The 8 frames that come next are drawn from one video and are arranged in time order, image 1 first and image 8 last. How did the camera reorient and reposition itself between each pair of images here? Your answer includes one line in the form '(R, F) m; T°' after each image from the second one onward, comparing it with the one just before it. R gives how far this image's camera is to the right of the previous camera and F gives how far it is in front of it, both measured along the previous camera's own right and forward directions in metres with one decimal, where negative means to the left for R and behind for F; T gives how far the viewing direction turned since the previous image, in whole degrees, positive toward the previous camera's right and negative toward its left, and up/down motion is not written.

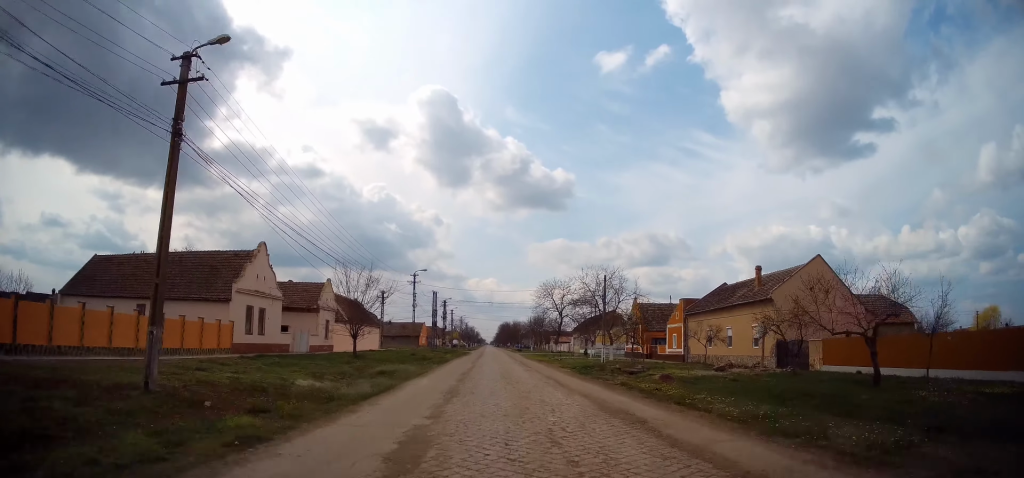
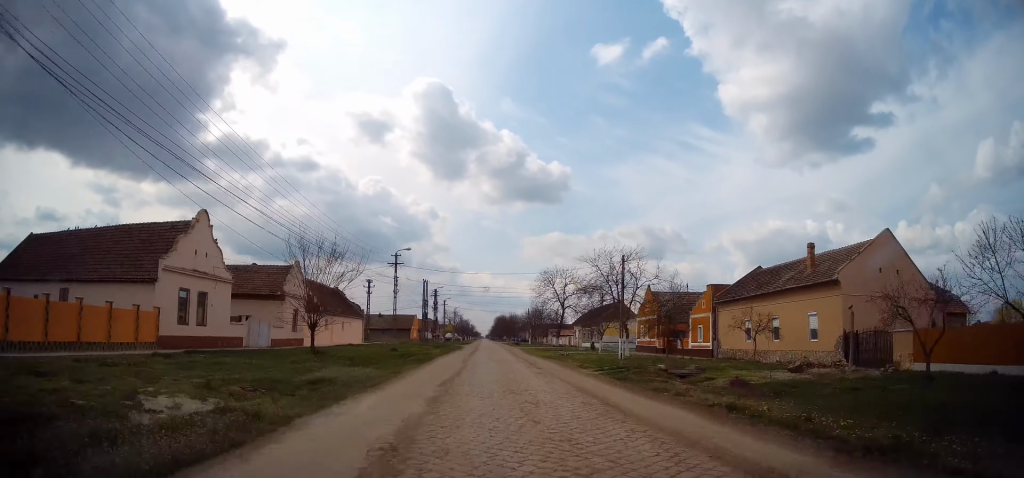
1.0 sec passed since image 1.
(0.0, +7.4) m; -2°
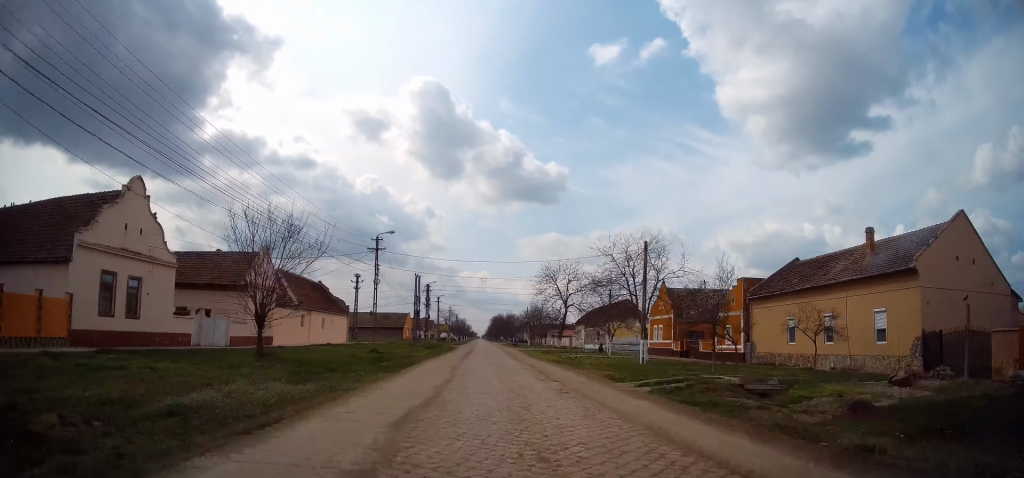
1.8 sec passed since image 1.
(-0.2, +6.3) m; -1°
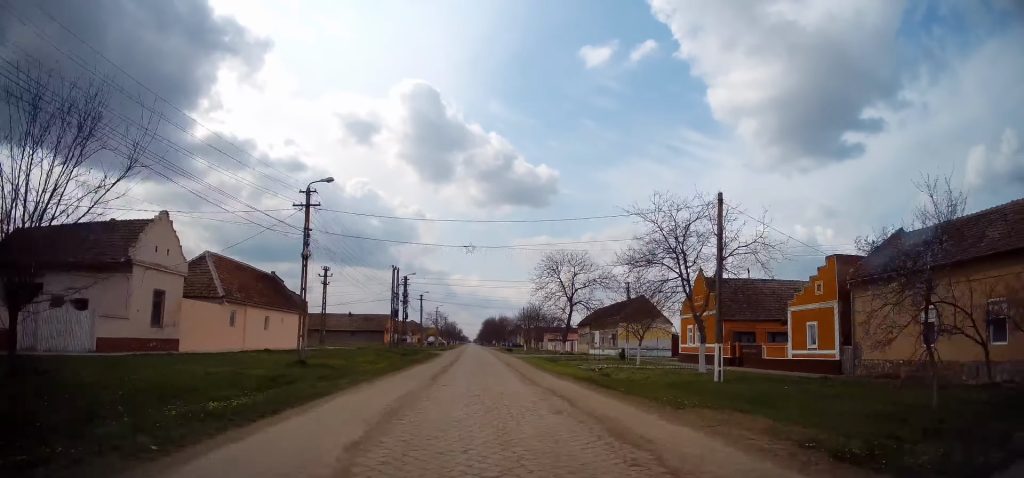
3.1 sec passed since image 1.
(+0.1, +12.6) m; +3°
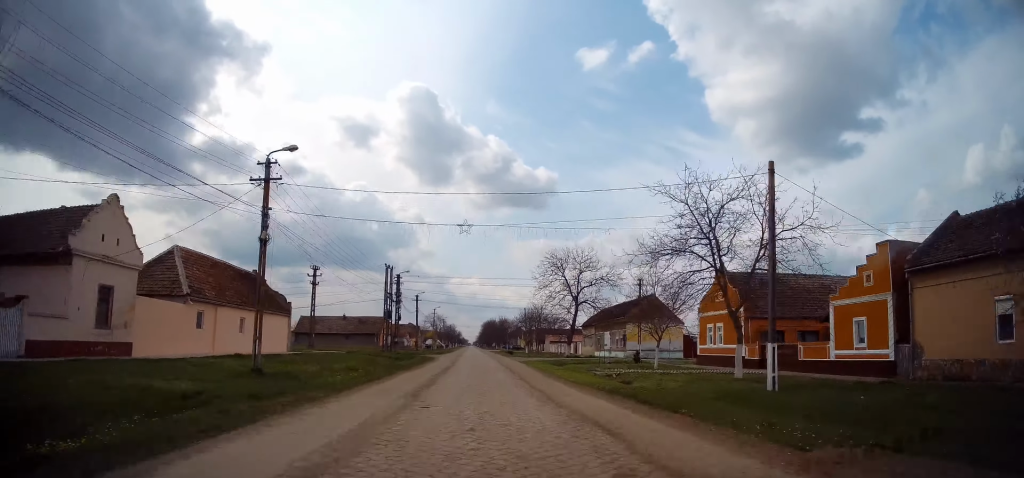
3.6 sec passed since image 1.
(0.0, +4.3) m; +1°
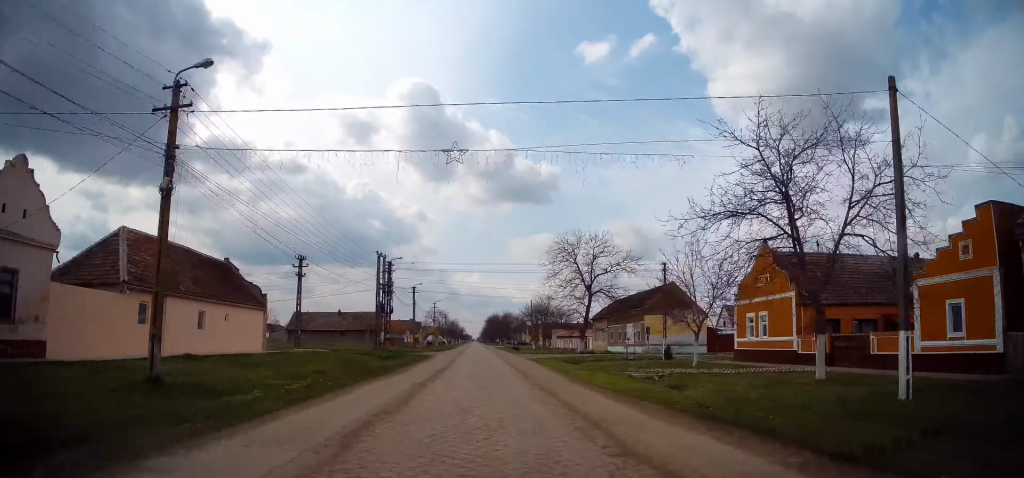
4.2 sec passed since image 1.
(+0.3, +6.3) m; 0°
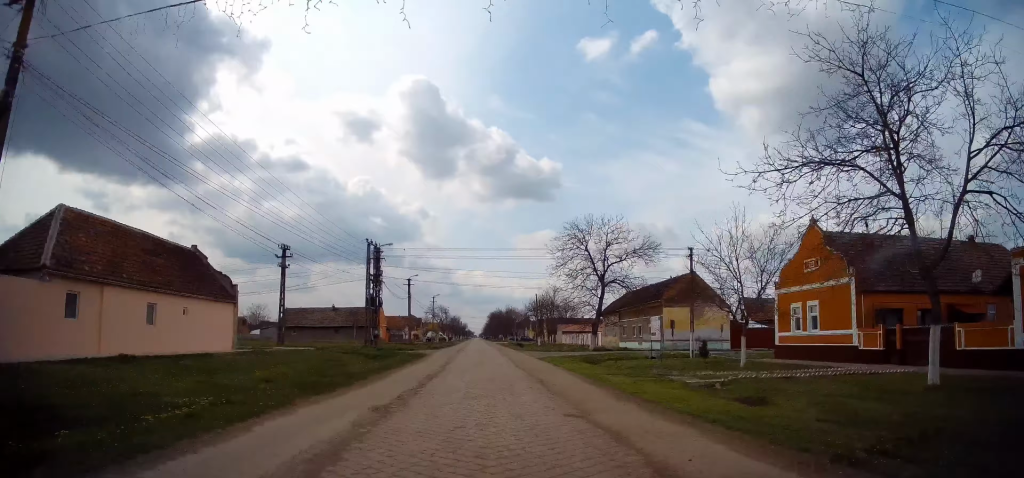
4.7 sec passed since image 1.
(0.0, +5.8) m; -1°
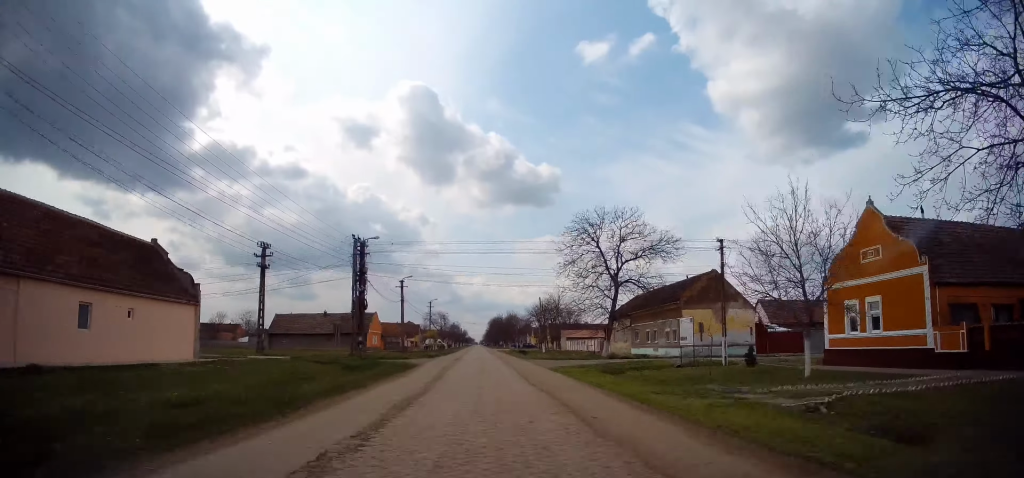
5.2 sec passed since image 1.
(-0.2, +5.6) m; -1°
